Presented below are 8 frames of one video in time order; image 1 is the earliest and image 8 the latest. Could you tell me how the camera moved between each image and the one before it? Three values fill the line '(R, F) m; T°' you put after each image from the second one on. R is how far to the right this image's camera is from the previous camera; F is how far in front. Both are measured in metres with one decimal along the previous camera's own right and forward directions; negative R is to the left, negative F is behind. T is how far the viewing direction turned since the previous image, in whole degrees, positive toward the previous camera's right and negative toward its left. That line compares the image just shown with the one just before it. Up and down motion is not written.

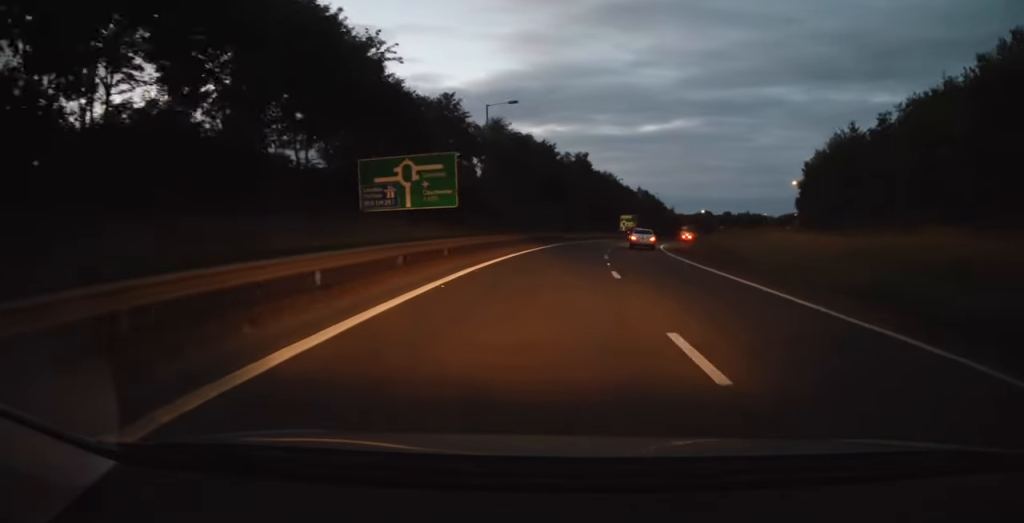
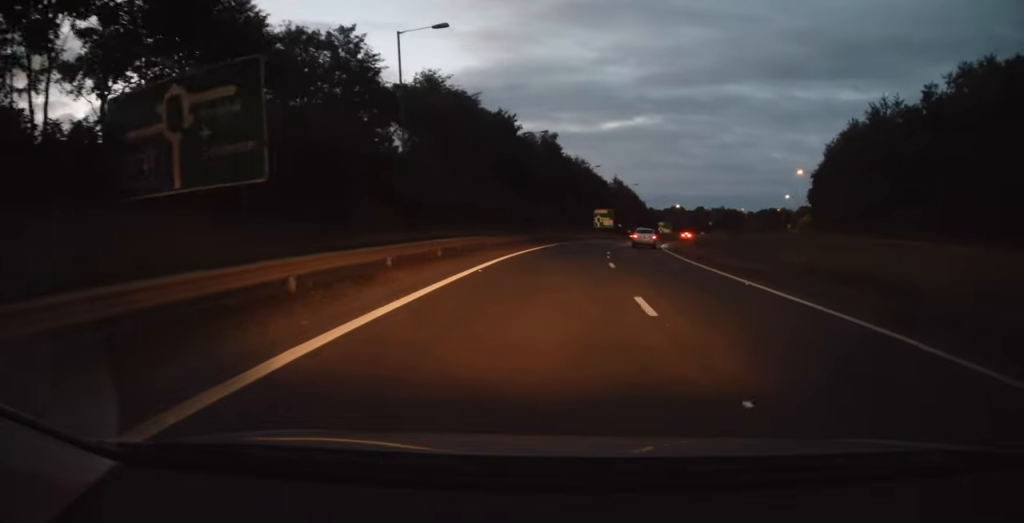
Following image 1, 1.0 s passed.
(+0.5, +15.7) m; +5°
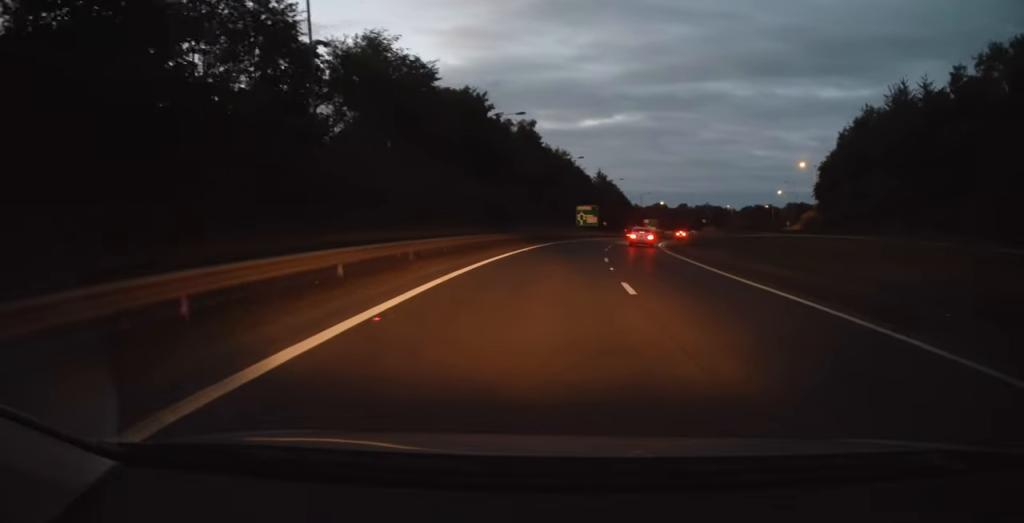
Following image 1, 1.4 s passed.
(-0.1, +7.6) m; +3°
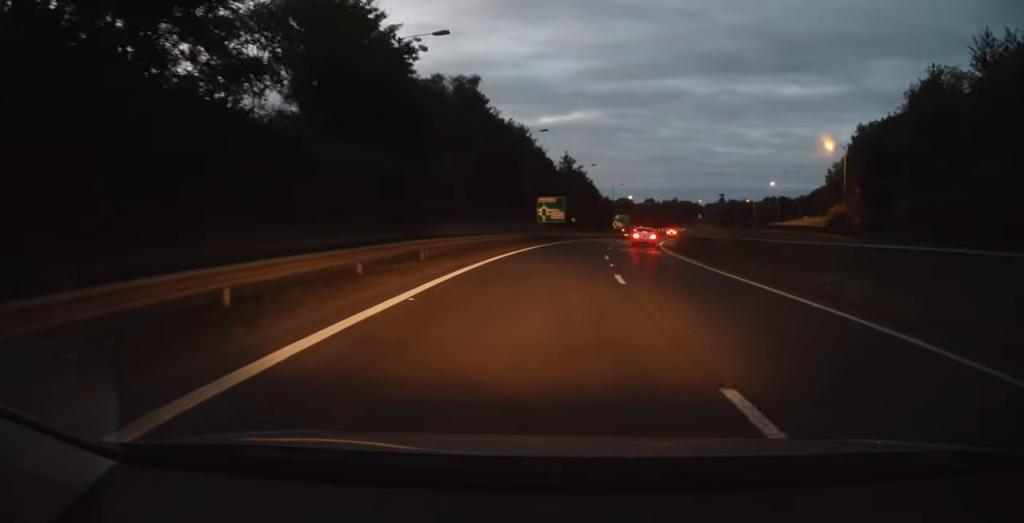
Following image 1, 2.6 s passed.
(+1.2, +18.6) m; +4°
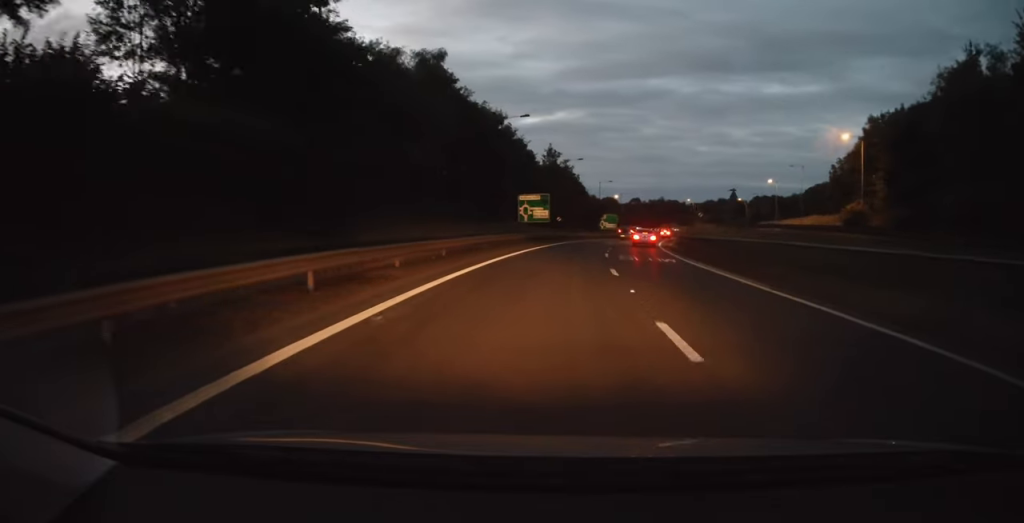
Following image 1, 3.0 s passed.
(0.0, +7.2) m; +1°
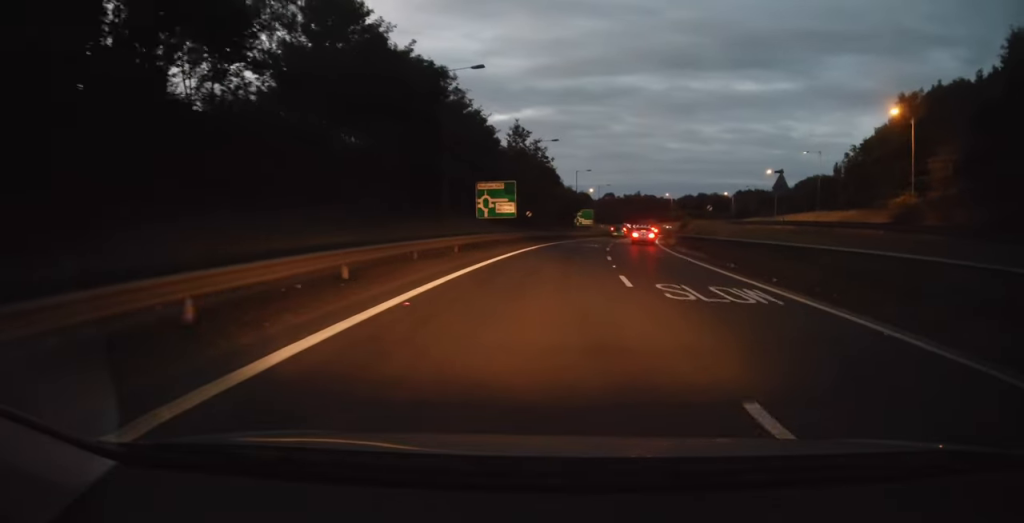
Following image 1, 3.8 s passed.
(+0.1, +13.3) m; +3°
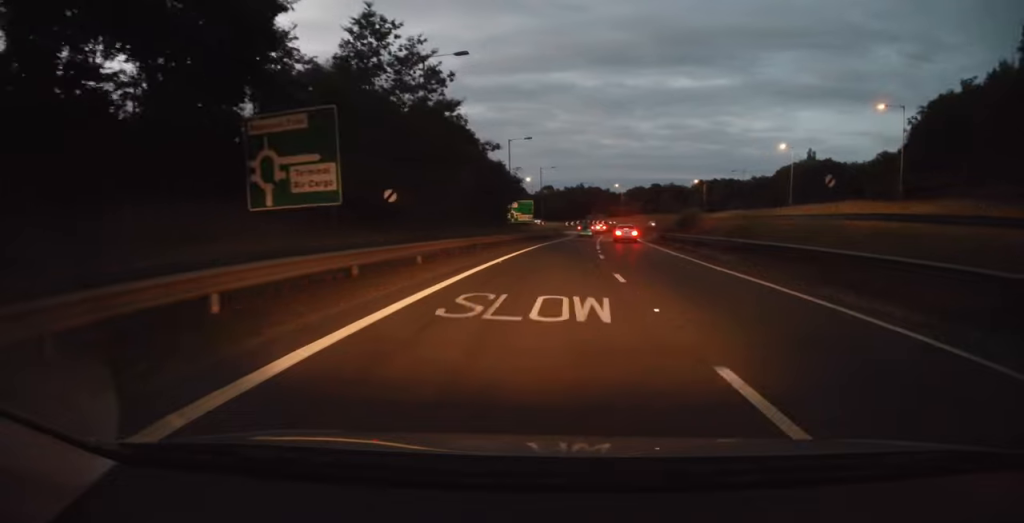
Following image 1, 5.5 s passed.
(+2.3, +28.9) m; +8°
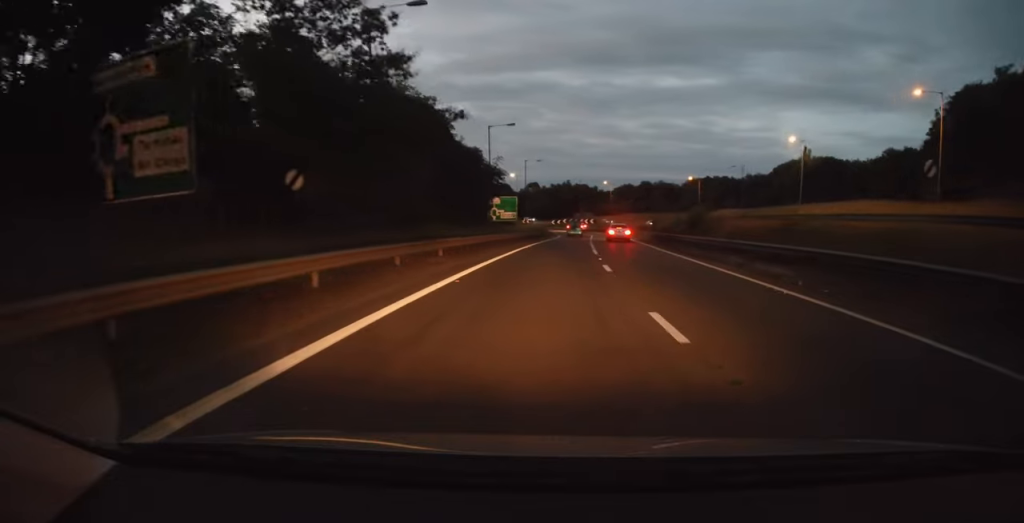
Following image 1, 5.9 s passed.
(+0.1, +6.7) m; +1°
